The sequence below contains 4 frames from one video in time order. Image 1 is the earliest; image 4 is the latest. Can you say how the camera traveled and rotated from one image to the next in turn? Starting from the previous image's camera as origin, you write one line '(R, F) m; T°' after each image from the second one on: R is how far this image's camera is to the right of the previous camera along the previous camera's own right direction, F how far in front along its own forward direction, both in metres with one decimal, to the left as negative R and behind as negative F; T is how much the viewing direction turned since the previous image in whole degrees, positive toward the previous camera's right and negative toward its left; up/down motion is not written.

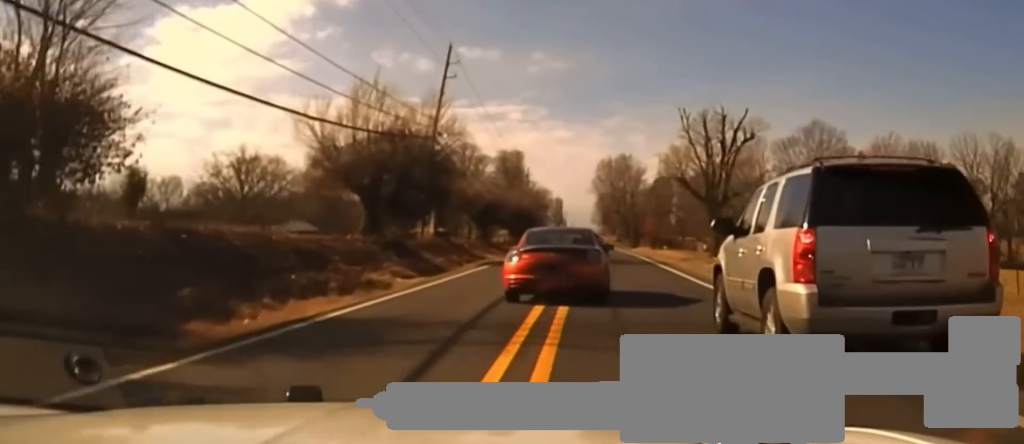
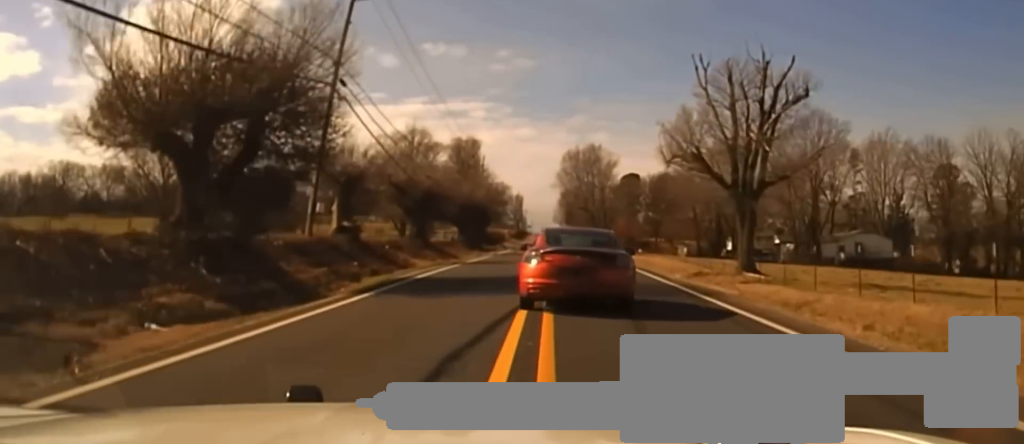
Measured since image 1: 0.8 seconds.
(+0.4, +17.5) m; +2°
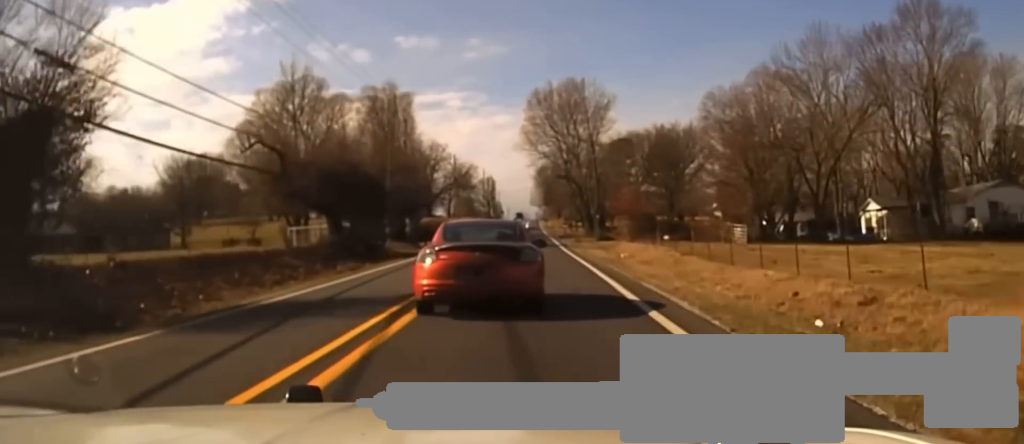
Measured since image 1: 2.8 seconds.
(+1.1, +46.9) m; +2°
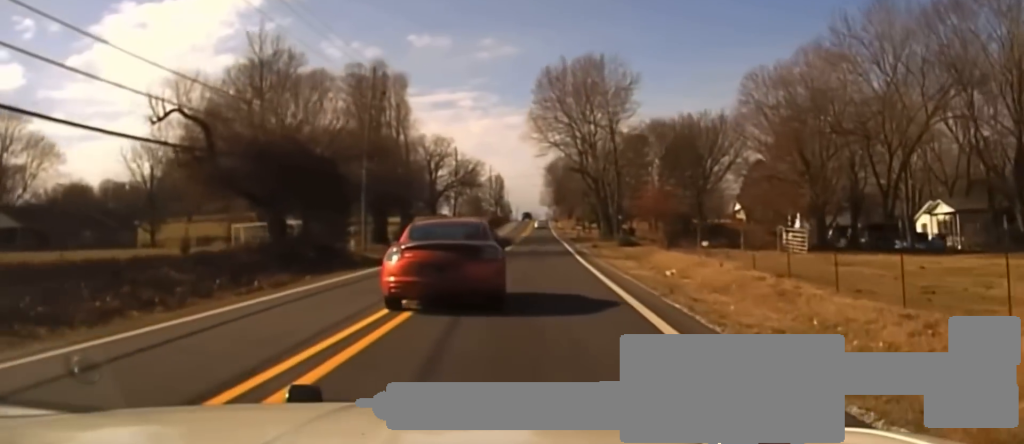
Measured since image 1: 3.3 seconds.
(0.0, +11.9) m; -1°
